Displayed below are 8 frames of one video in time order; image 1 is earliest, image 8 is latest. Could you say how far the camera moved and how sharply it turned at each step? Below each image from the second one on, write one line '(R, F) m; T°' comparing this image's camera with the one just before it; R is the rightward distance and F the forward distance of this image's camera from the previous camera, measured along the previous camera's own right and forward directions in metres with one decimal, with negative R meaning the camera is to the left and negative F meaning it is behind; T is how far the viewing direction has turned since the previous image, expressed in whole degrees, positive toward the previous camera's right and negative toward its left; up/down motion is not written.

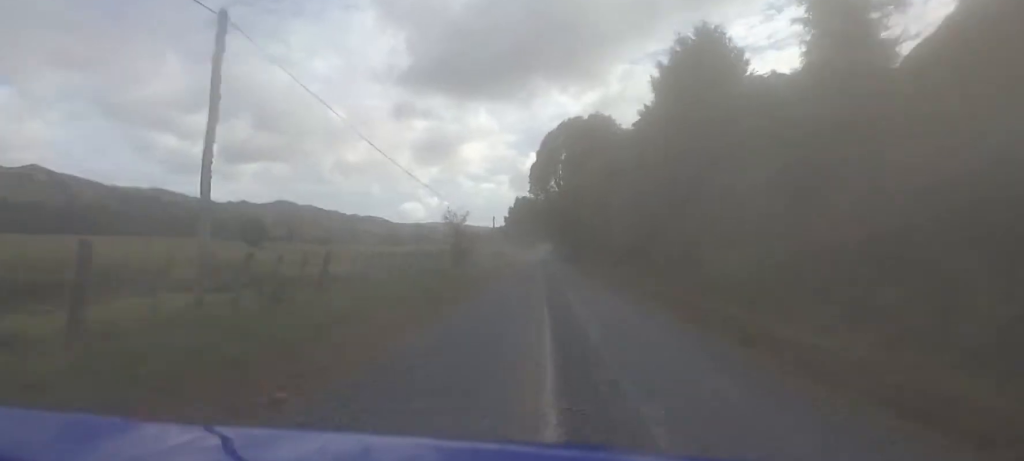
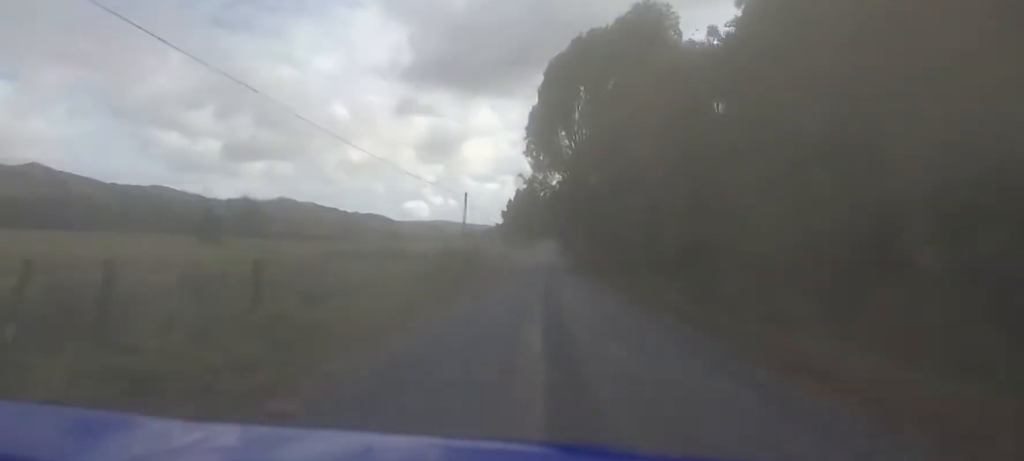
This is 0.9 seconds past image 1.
(-0.1, +22.1) m; 0°
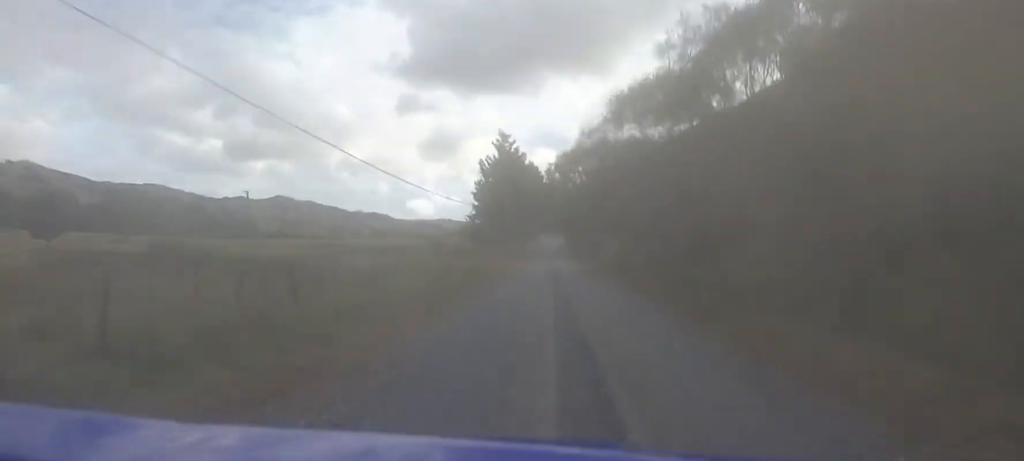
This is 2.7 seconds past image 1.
(+0.5, +46.3) m; 0°
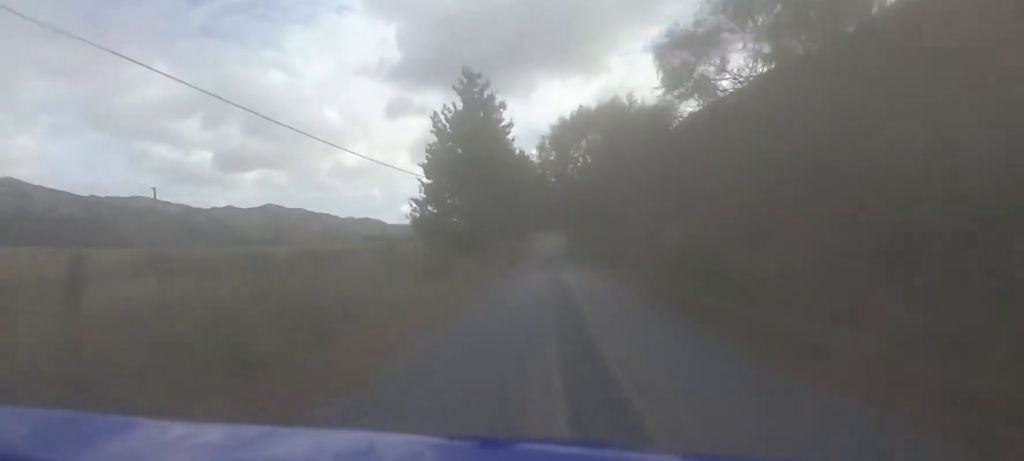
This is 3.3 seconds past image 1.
(-0.4, +16.2) m; +2°
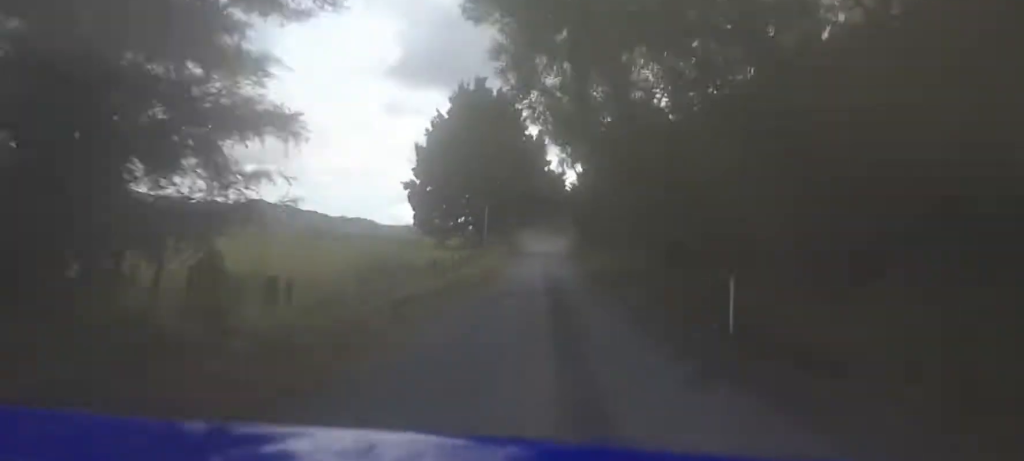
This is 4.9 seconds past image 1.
(+1.5, +40.5) m; +1°
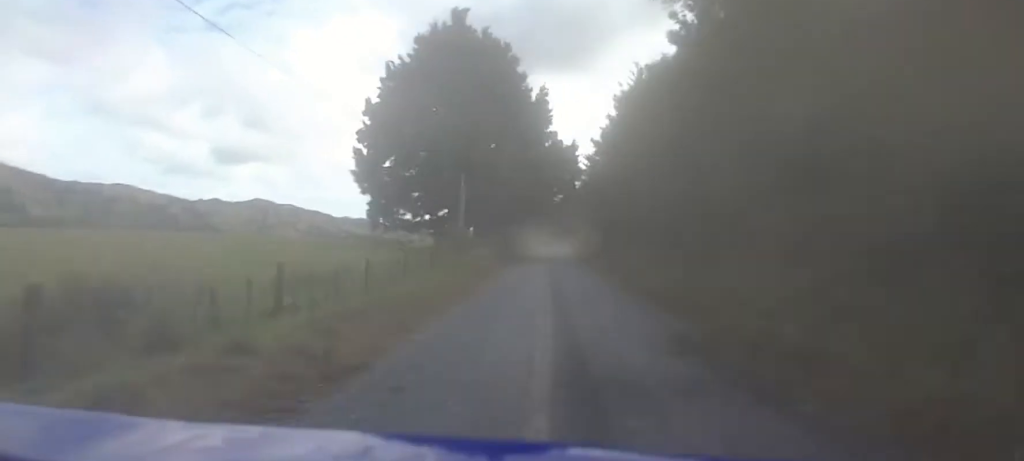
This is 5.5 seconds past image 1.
(-0.5, +16.6) m; -2°
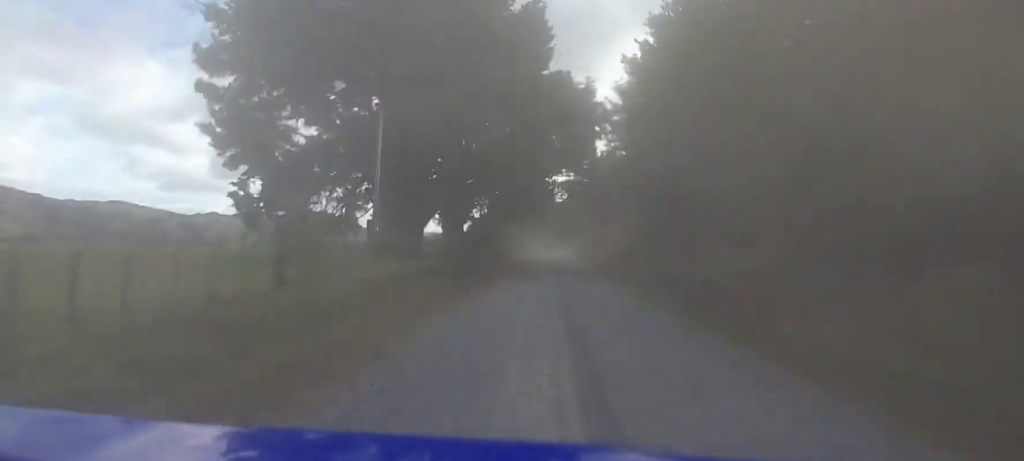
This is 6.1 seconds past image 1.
(0.0, +16.8) m; -1°
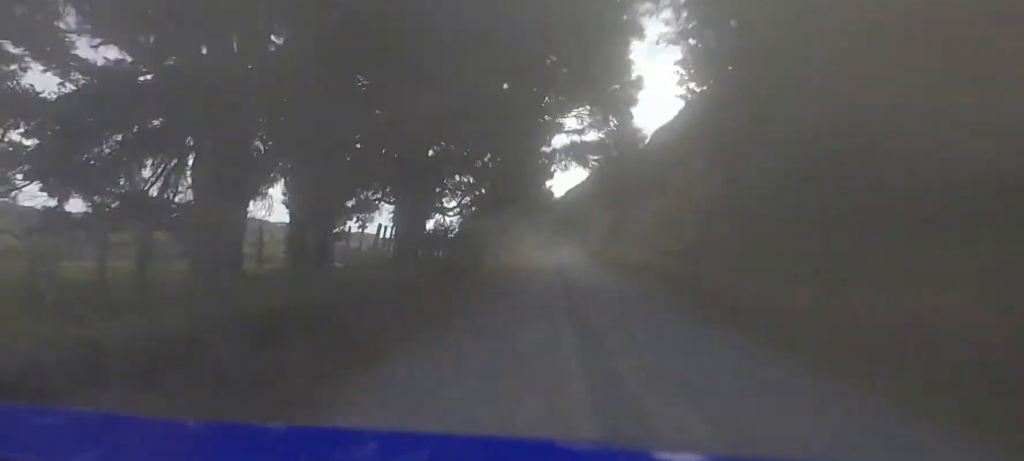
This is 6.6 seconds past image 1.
(0.0, +12.4) m; 0°
